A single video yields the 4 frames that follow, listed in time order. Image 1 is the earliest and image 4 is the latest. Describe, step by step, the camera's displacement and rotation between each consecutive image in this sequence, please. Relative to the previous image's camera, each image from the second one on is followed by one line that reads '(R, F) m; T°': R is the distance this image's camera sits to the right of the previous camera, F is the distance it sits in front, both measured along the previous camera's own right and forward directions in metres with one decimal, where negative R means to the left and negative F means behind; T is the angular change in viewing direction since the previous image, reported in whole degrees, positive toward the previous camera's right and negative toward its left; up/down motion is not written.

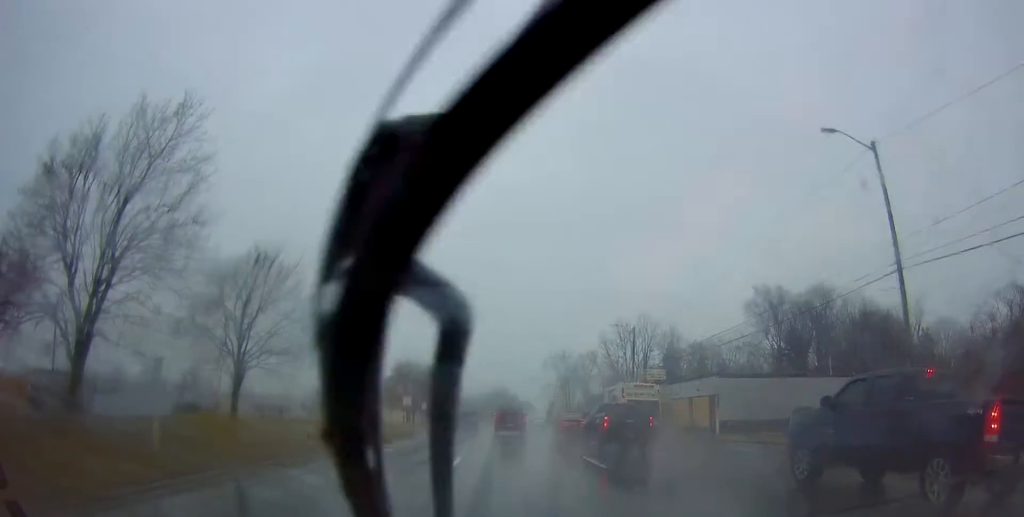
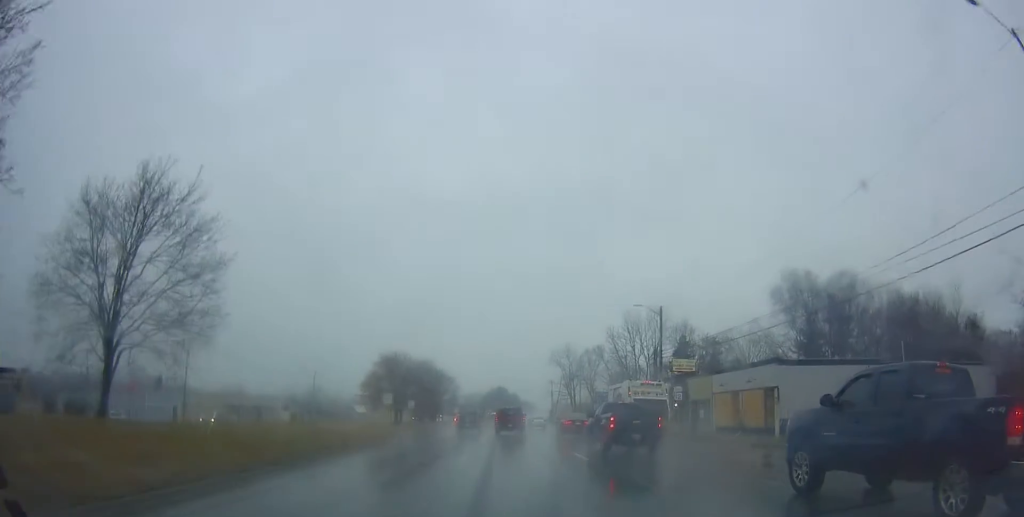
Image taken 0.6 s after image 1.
(+0.1, +11.2) m; 0°
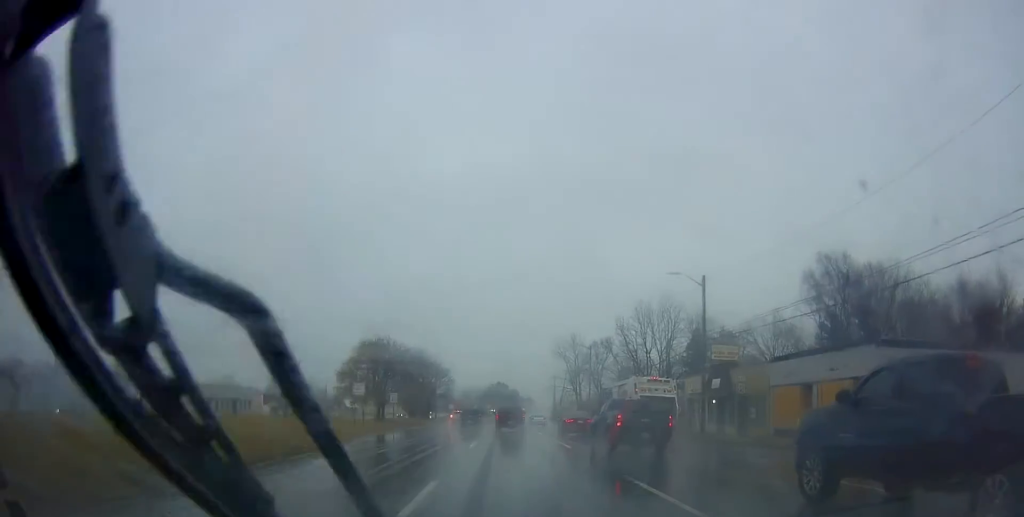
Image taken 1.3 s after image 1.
(0.0, +11.2) m; 0°
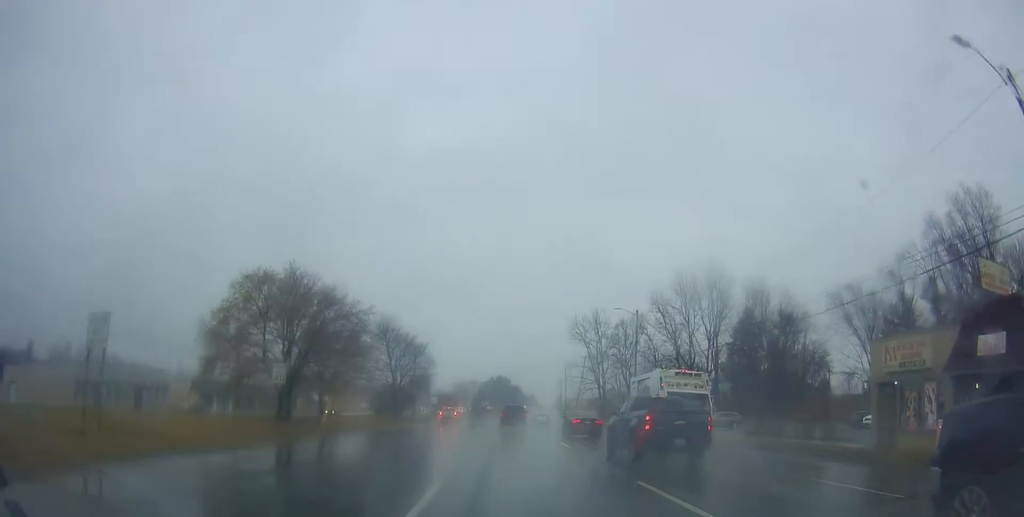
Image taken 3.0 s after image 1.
(-0.1, +30.3) m; -1°
